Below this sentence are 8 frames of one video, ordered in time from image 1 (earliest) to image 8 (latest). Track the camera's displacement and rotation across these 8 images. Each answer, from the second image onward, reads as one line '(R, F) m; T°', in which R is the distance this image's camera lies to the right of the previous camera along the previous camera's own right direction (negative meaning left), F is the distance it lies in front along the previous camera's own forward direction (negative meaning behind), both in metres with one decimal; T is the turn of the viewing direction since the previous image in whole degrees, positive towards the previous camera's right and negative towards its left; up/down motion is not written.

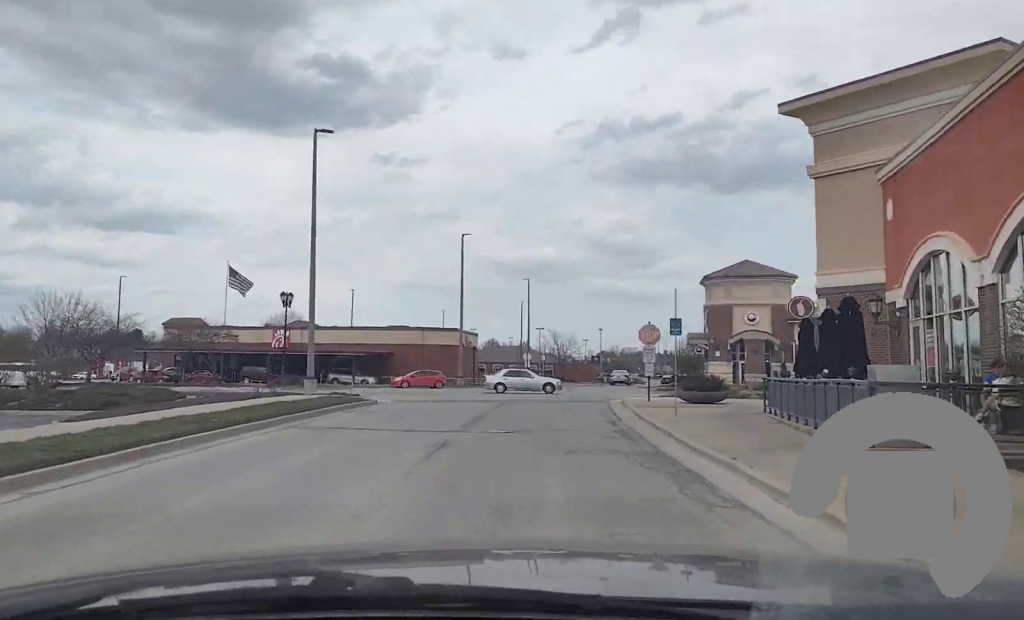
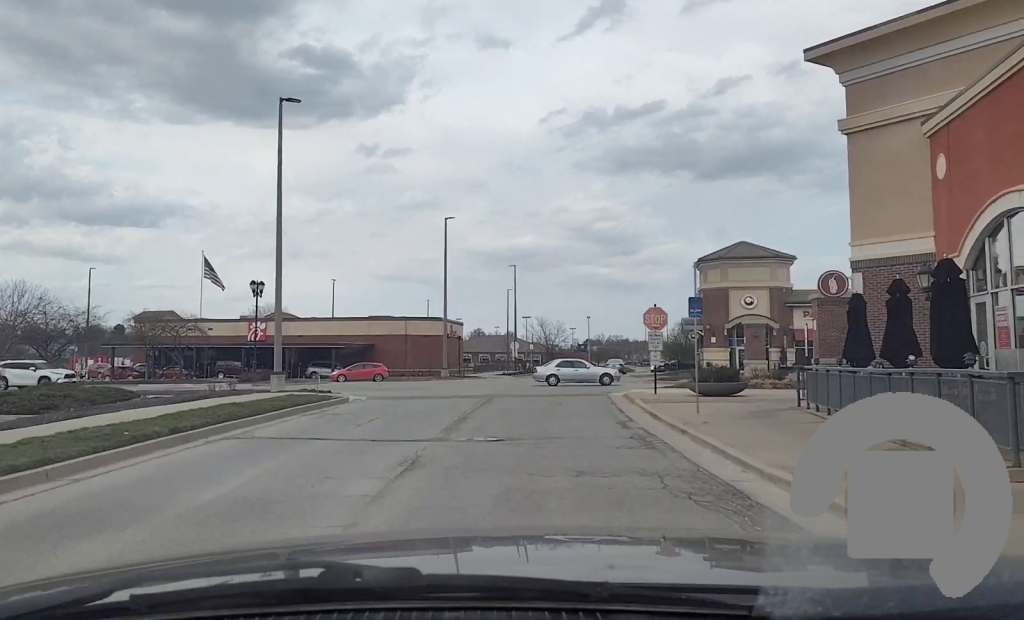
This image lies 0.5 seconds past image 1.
(0.0, +3.5) m; +2°
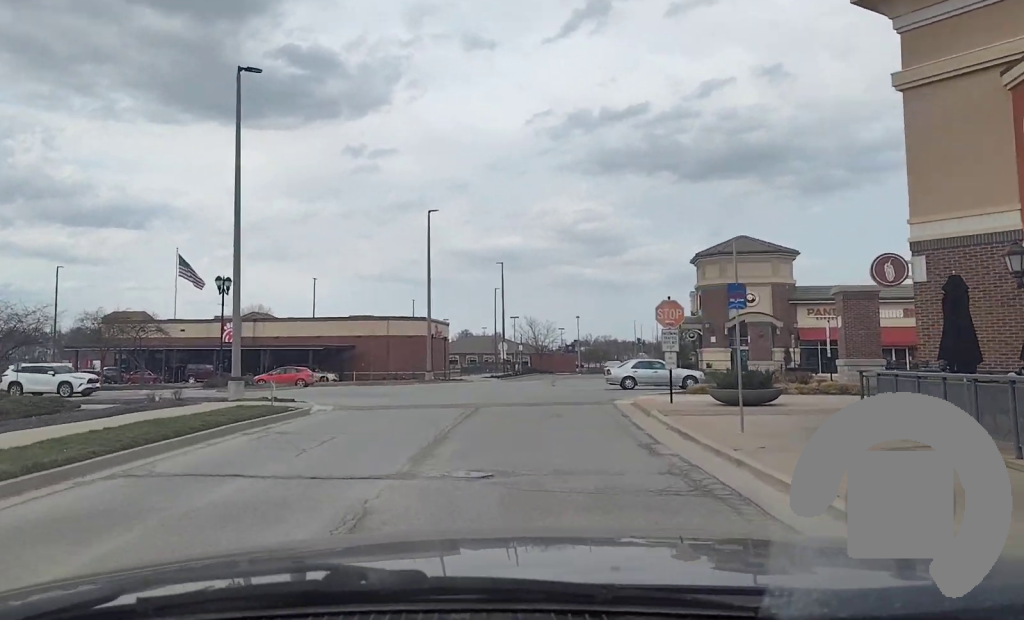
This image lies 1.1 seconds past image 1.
(-0.1, +3.9) m; +2°
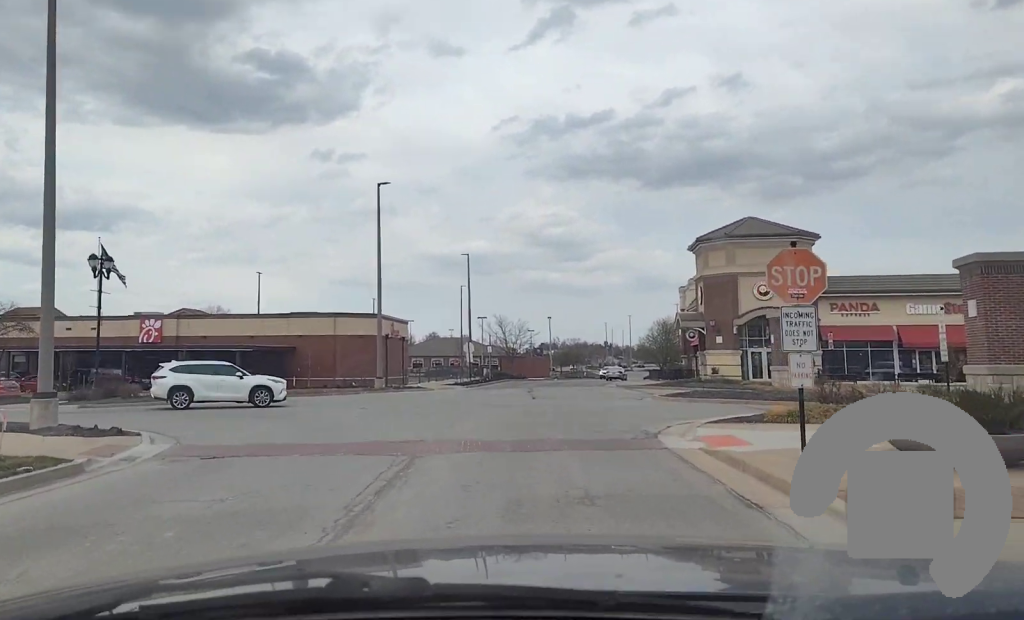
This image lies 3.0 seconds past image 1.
(+0.5, +11.4) m; +2°
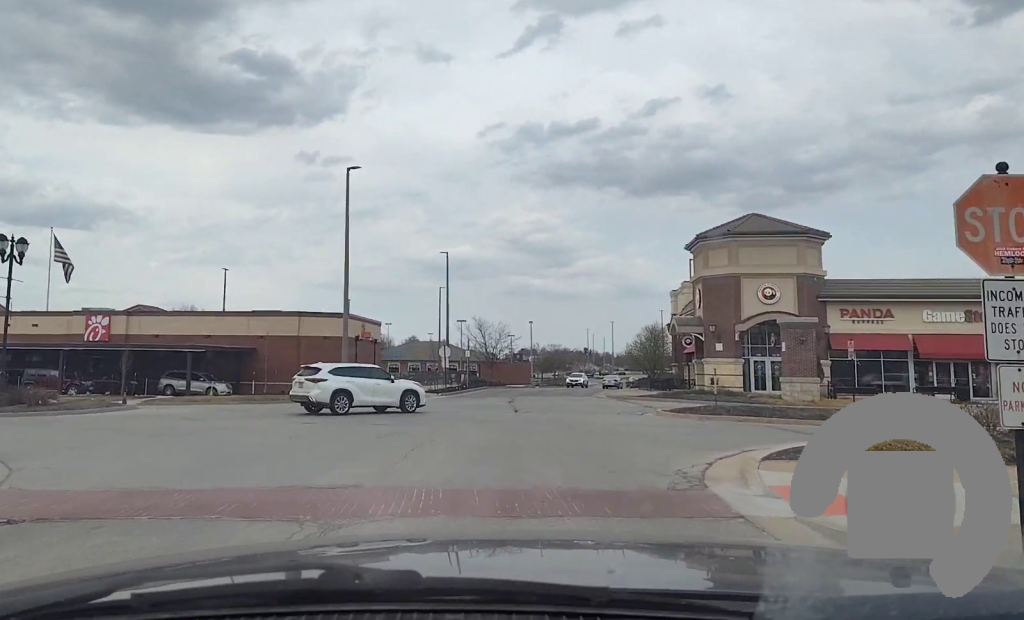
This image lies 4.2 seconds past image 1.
(+0.1, +5.1) m; +1°
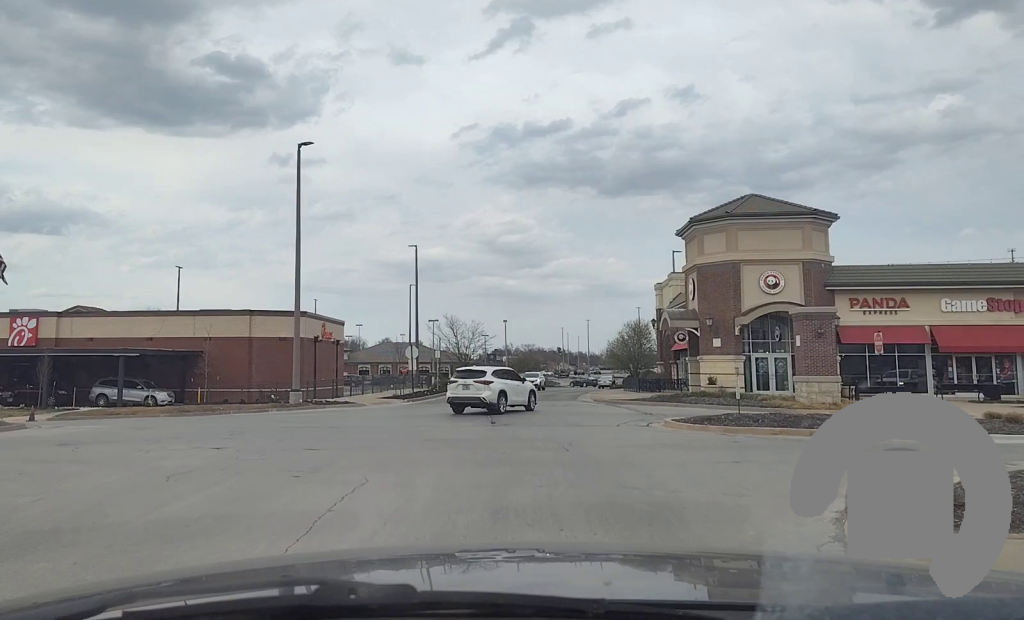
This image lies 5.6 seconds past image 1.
(0.0, +5.2) m; +3°
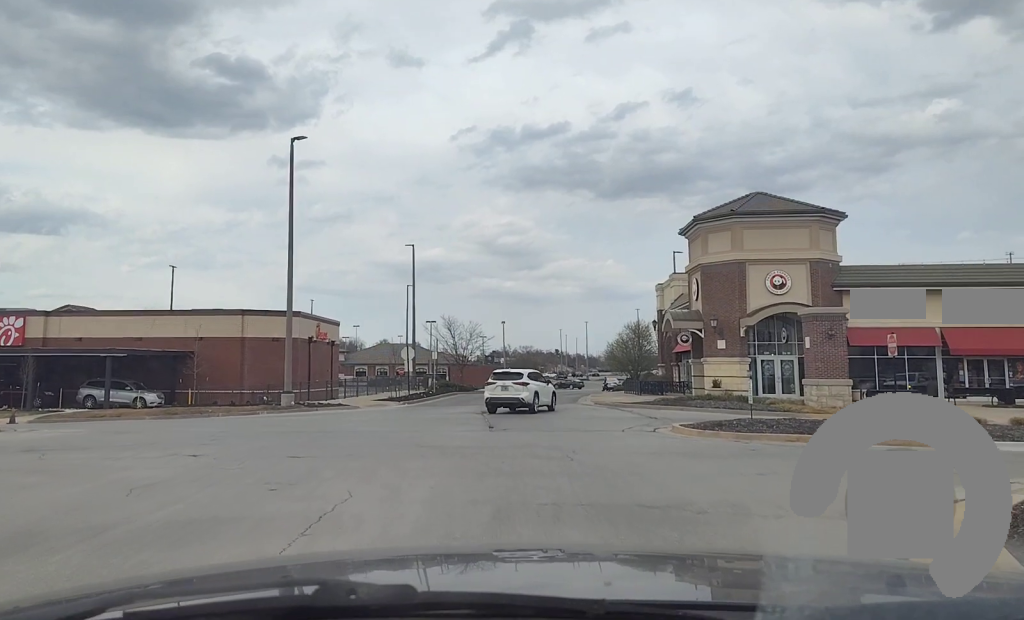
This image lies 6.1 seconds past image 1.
(0.0, +1.5) m; +1°
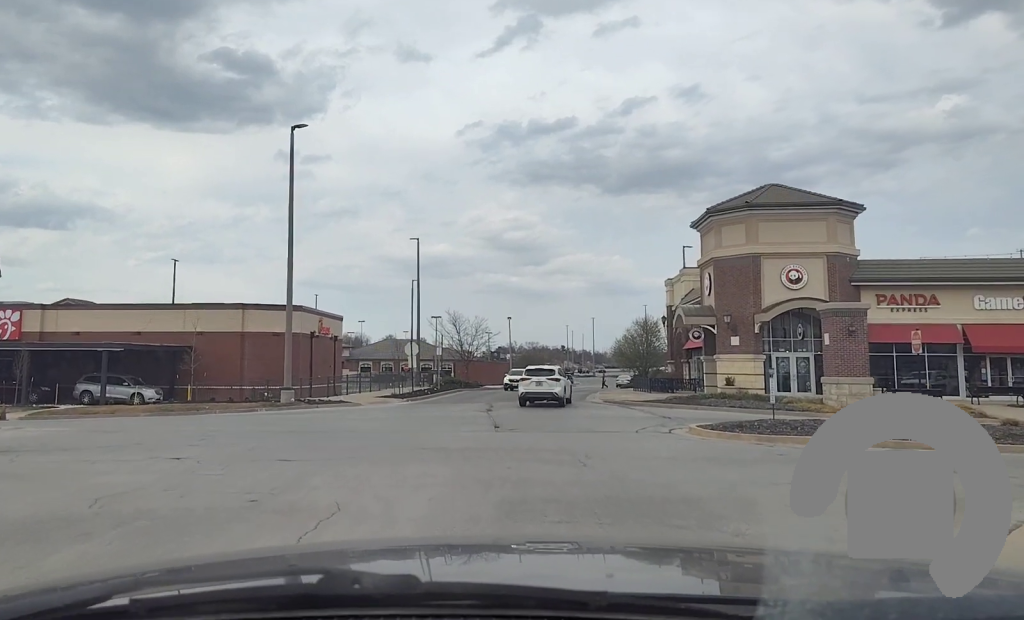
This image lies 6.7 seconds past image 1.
(+0.1, +1.6) m; +2°
